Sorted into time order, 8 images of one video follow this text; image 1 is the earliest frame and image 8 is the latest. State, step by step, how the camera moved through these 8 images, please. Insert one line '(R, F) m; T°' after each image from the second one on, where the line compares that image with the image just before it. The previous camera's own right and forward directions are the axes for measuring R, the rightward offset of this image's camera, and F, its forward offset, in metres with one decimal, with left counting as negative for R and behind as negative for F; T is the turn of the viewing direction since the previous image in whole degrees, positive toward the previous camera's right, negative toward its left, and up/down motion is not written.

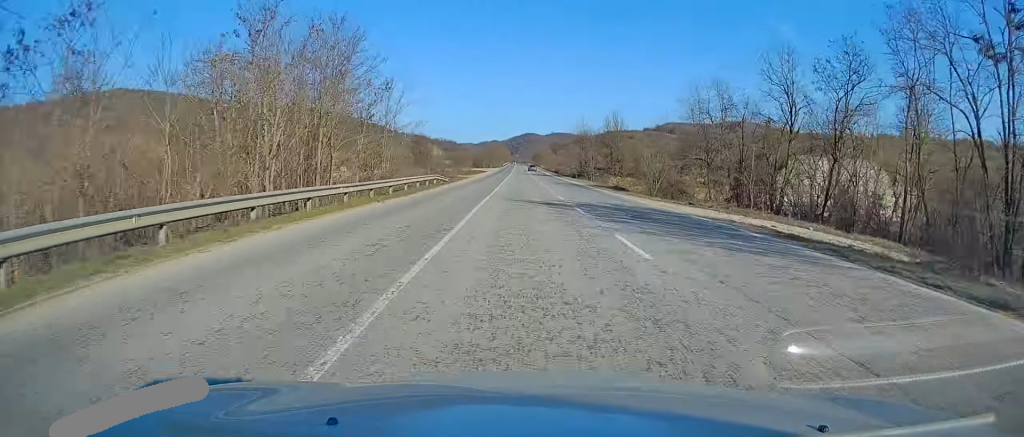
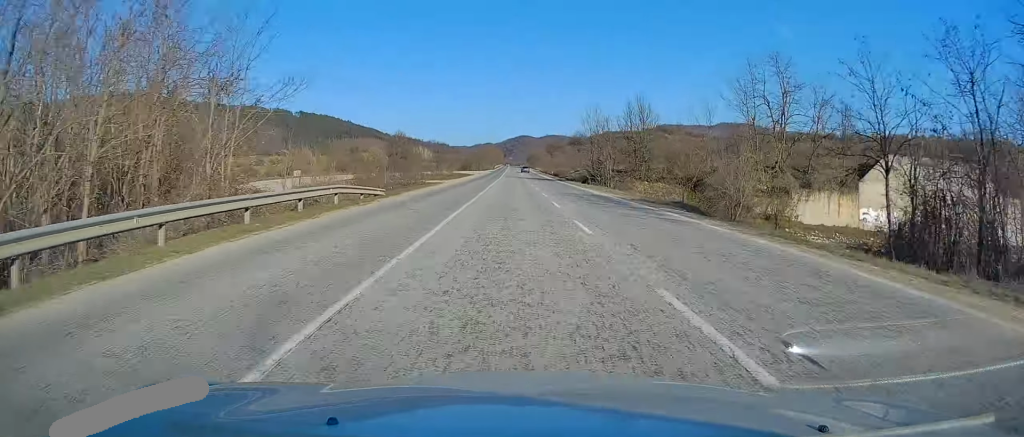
(0.0, +23.4) m; 0°
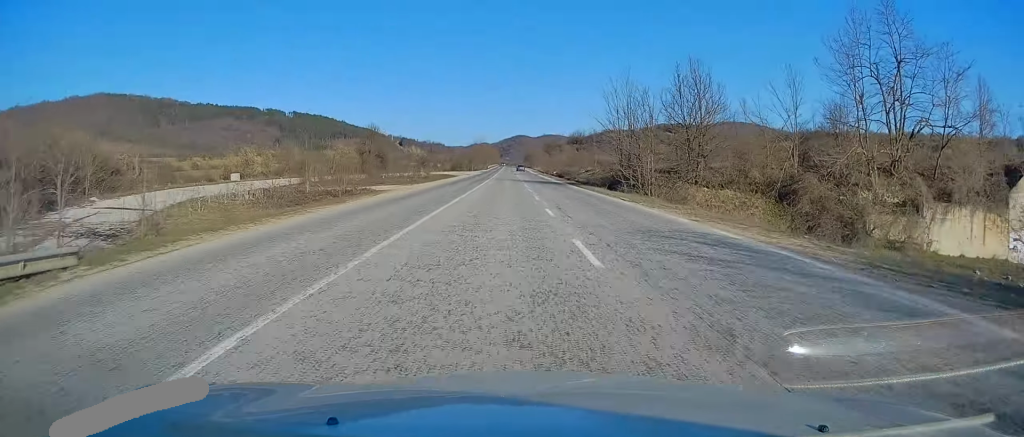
(0.0, +22.4) m; 0°
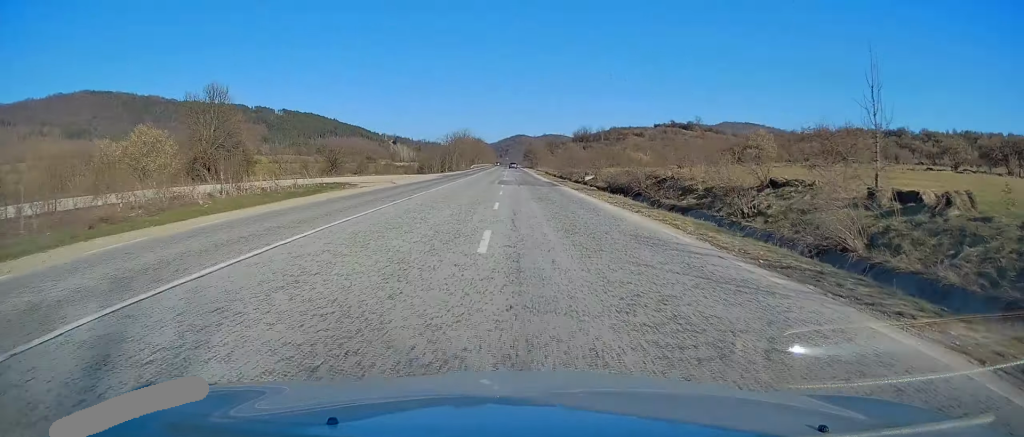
(+0.1, +62.4) m; 0°
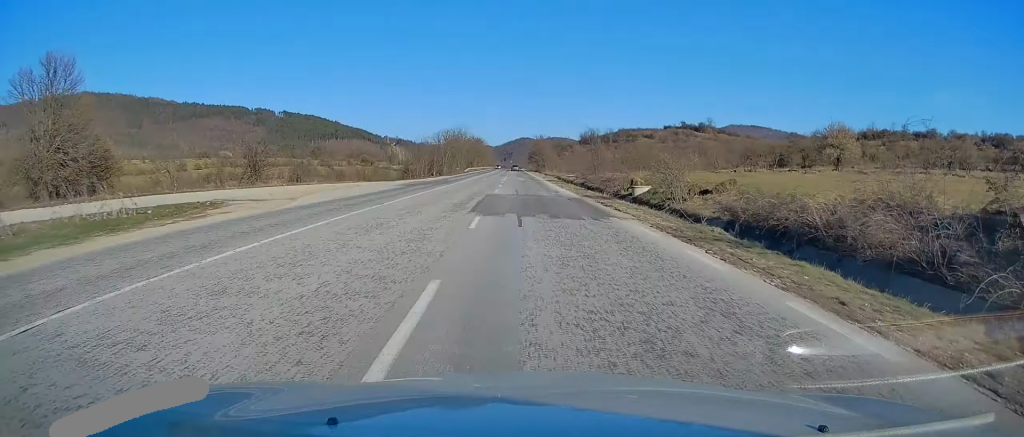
(0.0, +23.4) m; 0°
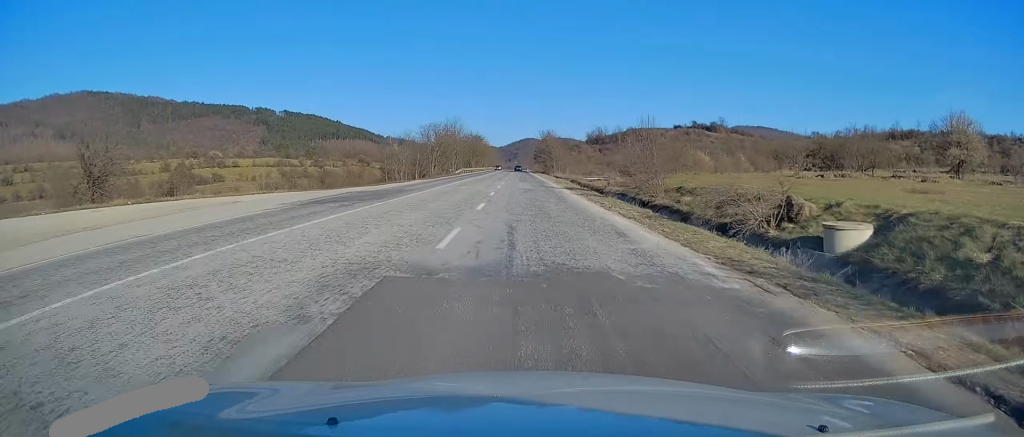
(0.0, +21.3) m; -1°
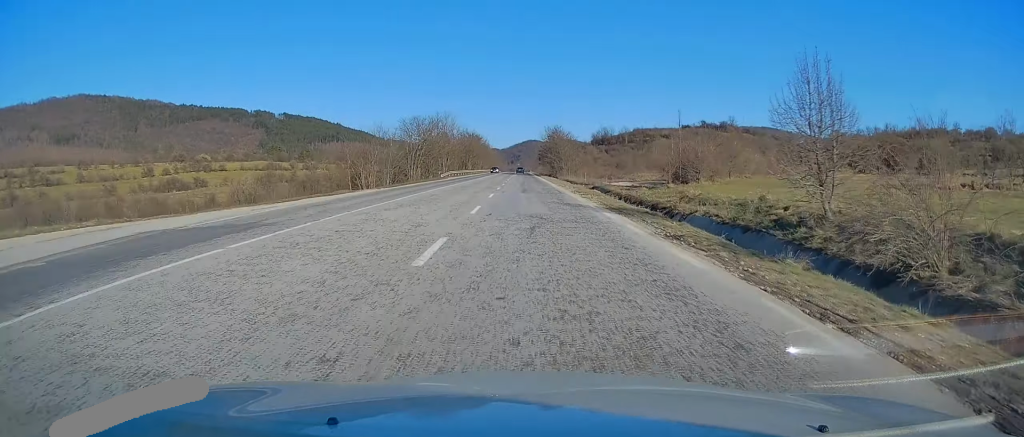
(-0.2, +19.2) m; -1°
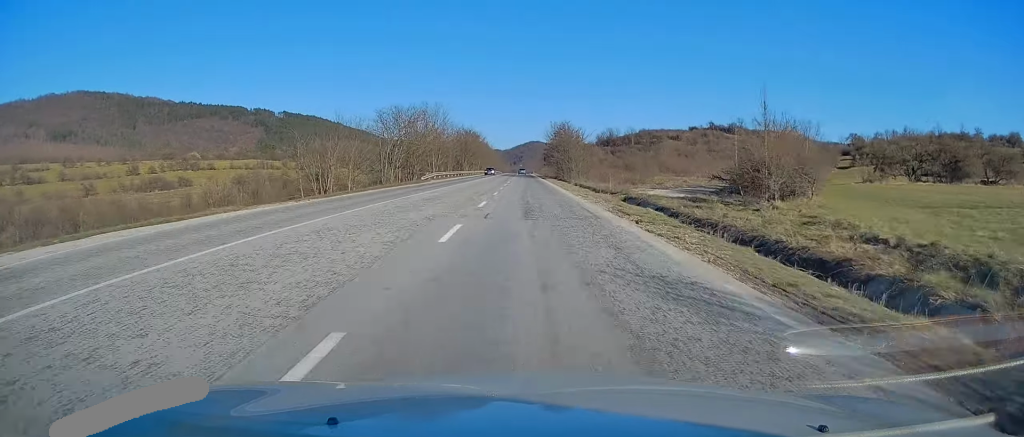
(-0.1, +15.1) m; 0°
